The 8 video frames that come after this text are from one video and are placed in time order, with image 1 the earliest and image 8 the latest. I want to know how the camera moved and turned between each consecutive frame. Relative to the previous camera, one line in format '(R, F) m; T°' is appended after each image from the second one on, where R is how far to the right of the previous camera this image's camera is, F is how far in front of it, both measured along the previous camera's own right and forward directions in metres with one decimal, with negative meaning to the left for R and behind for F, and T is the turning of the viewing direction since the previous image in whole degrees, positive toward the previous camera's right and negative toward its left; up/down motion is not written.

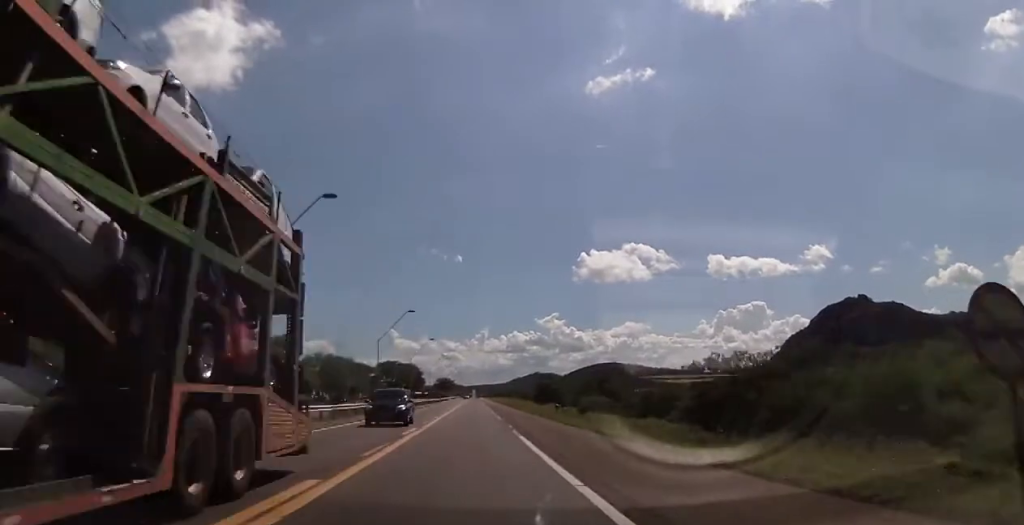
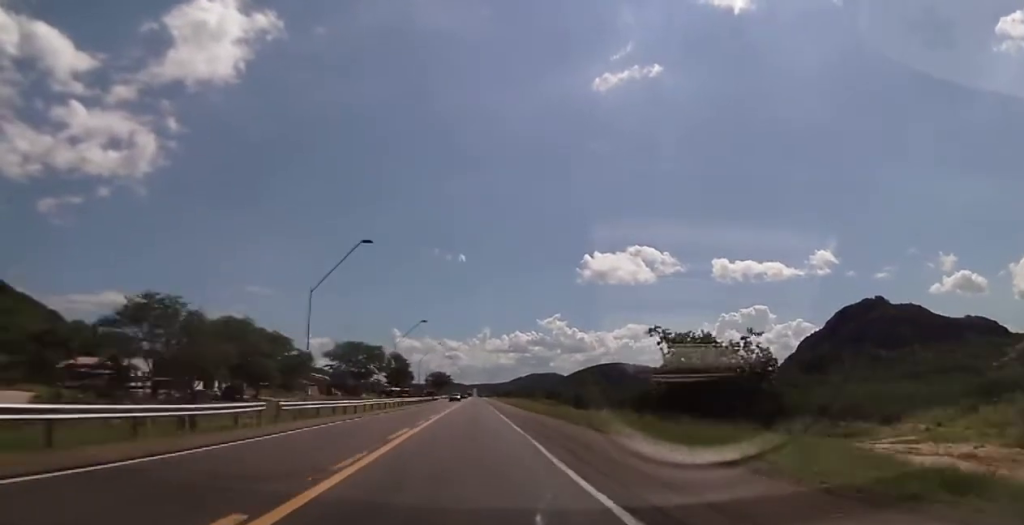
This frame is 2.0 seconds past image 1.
(-0.7, +61.9) m; -1°
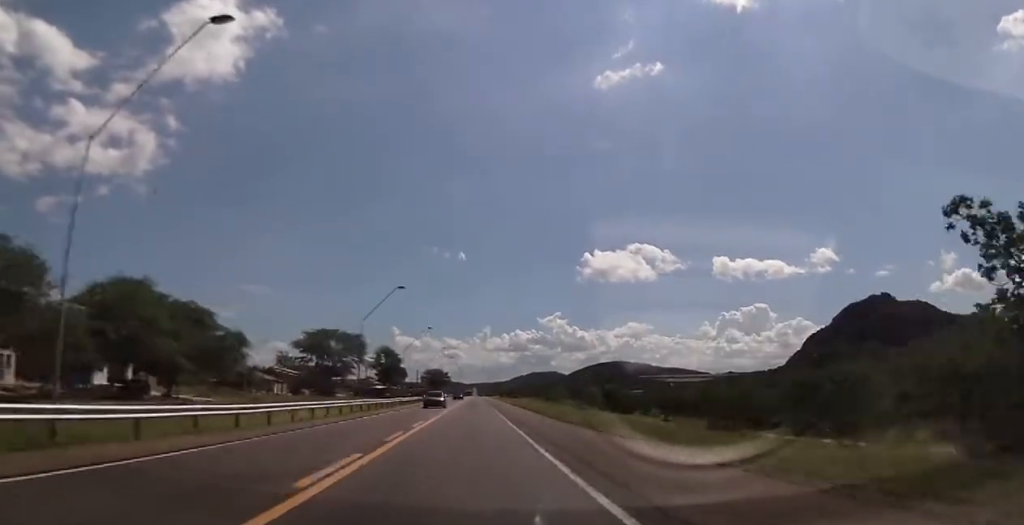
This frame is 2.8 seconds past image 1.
(0.0, +26.9) m; 0°
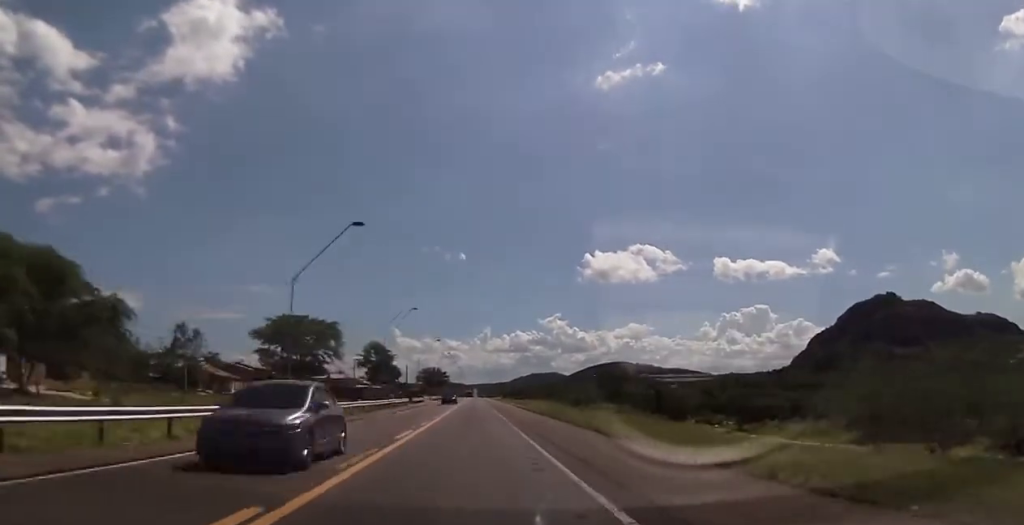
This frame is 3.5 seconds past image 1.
(+0.1, +25.0) m; 0°
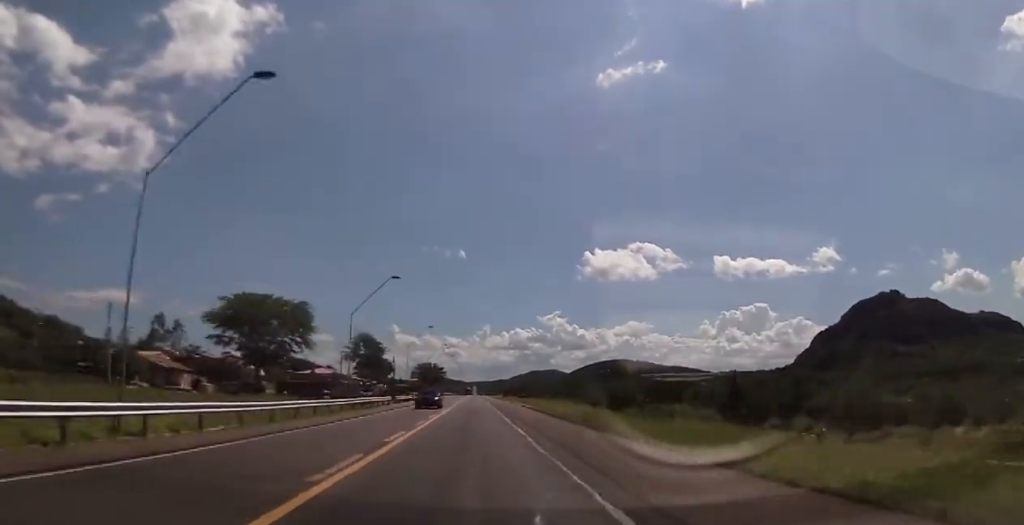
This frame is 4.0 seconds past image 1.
(+0.2, +21.0) m; 0°
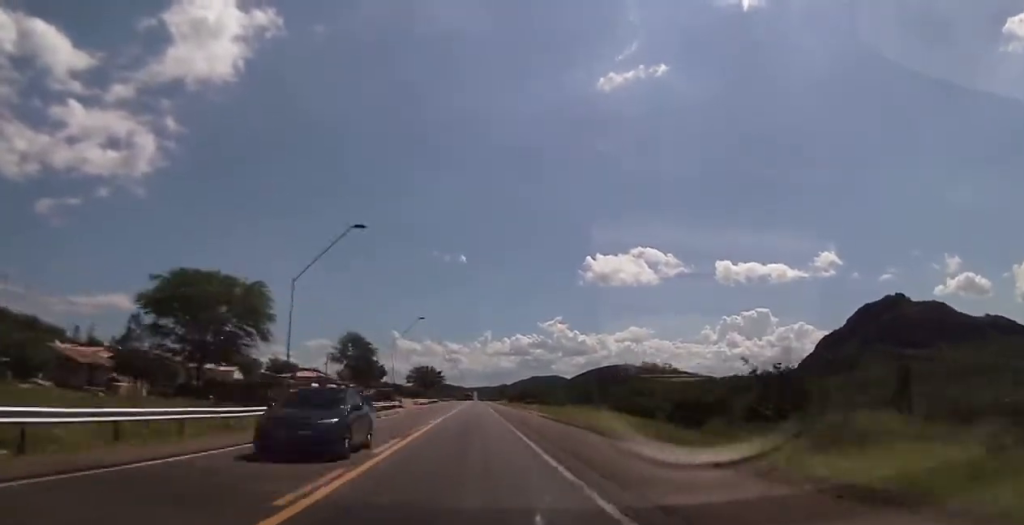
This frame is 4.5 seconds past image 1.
(0.0, +19.9) m; 0°
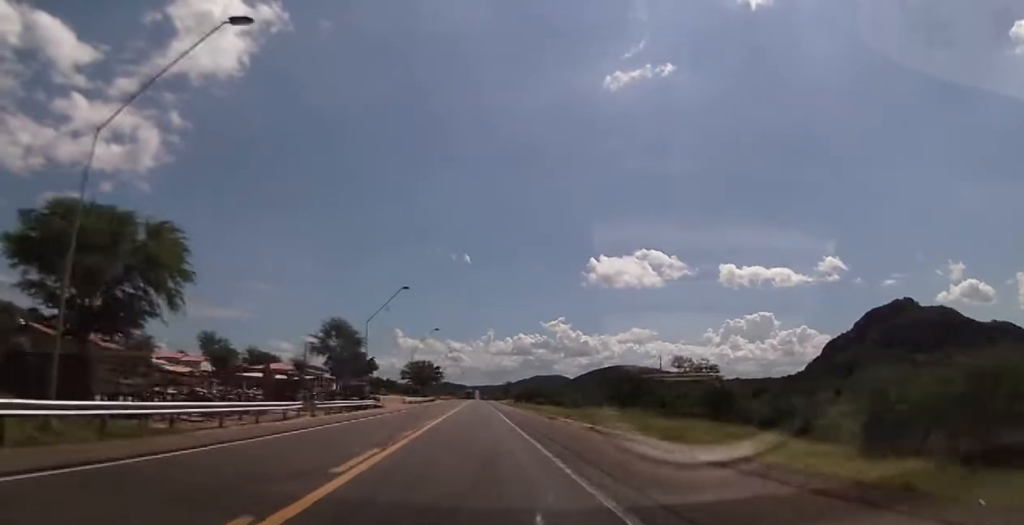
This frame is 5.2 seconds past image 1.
(0.0, +23.0) m; 0°
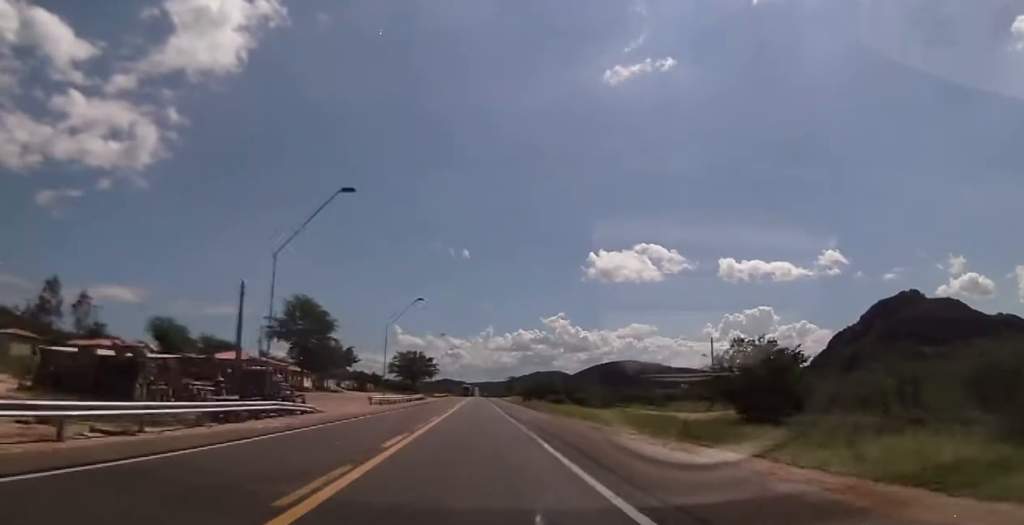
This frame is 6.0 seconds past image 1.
(-0.3, +28.7) m; 0°
